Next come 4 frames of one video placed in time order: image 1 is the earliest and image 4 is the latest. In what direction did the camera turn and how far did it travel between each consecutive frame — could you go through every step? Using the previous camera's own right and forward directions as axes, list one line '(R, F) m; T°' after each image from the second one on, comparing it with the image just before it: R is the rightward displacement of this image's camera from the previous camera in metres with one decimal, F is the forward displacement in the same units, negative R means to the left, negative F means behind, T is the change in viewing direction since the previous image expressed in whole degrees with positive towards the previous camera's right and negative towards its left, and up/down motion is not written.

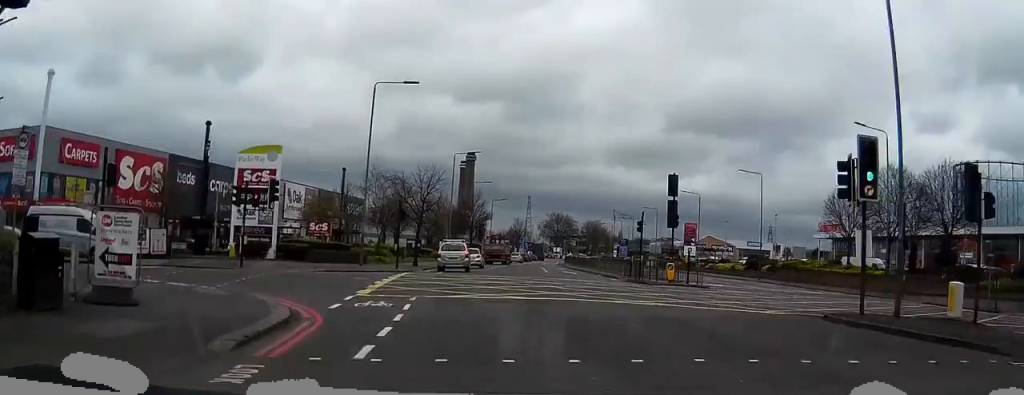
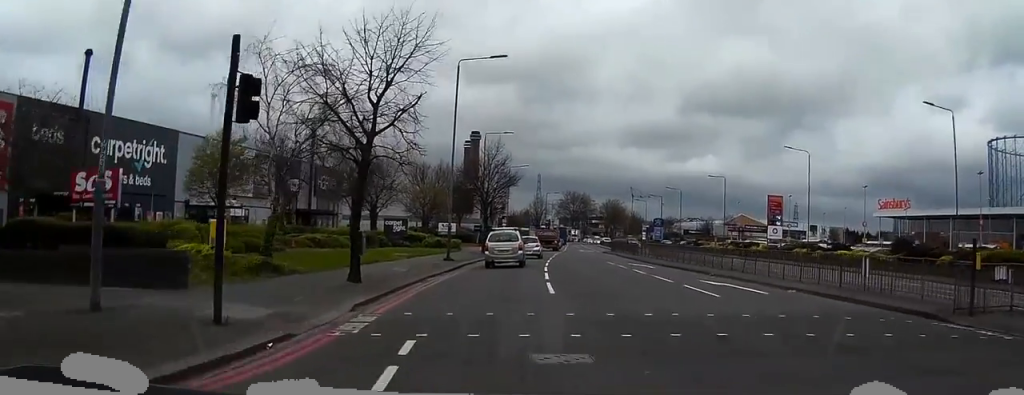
(0.0, +31.8) m; +2°
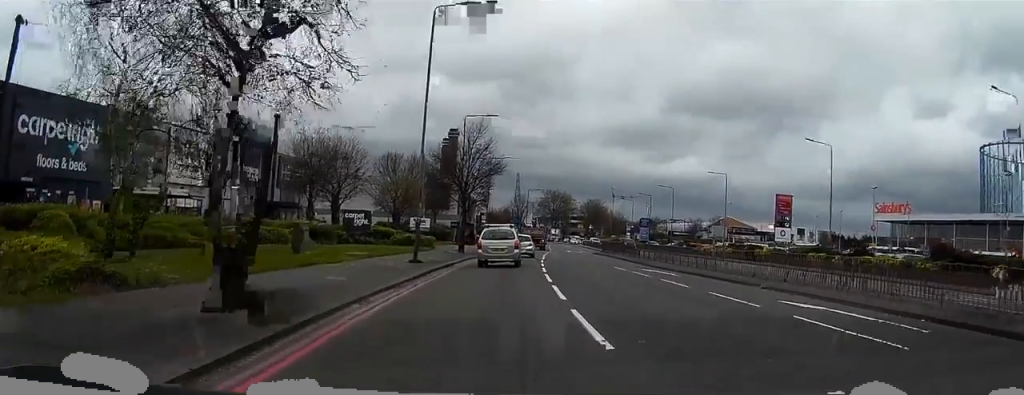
(0.0, +9.2) m; +4°
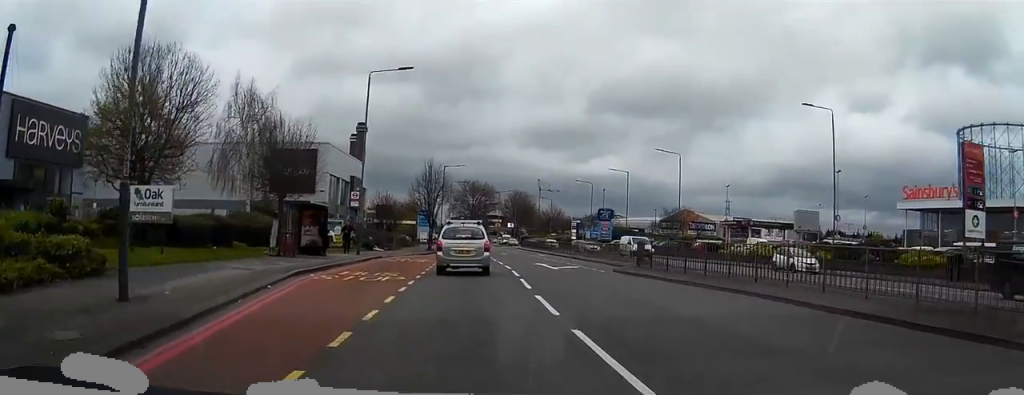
(+0.4, +45.8) m; +1°
